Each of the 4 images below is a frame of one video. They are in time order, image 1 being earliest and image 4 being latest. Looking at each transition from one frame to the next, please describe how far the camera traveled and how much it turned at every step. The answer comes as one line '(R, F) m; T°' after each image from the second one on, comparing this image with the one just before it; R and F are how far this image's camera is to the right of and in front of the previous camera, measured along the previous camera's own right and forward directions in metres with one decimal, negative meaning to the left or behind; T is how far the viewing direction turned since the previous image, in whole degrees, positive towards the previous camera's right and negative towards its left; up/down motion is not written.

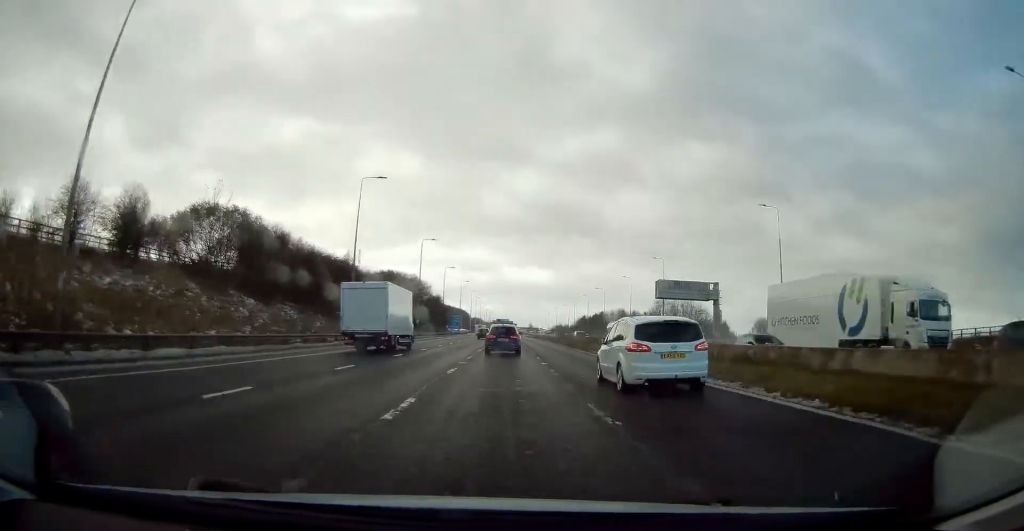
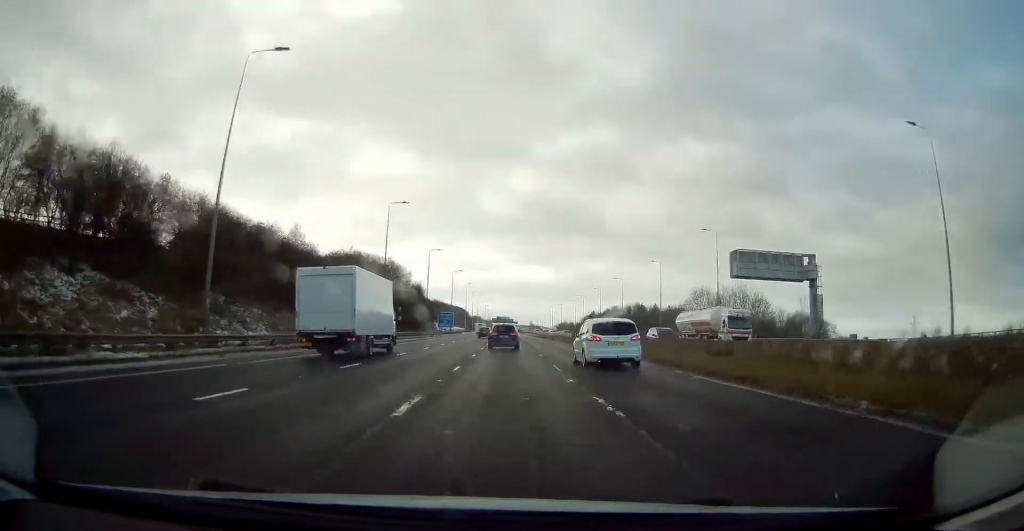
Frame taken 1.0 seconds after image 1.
(+0.3, +26.4) m; 0°
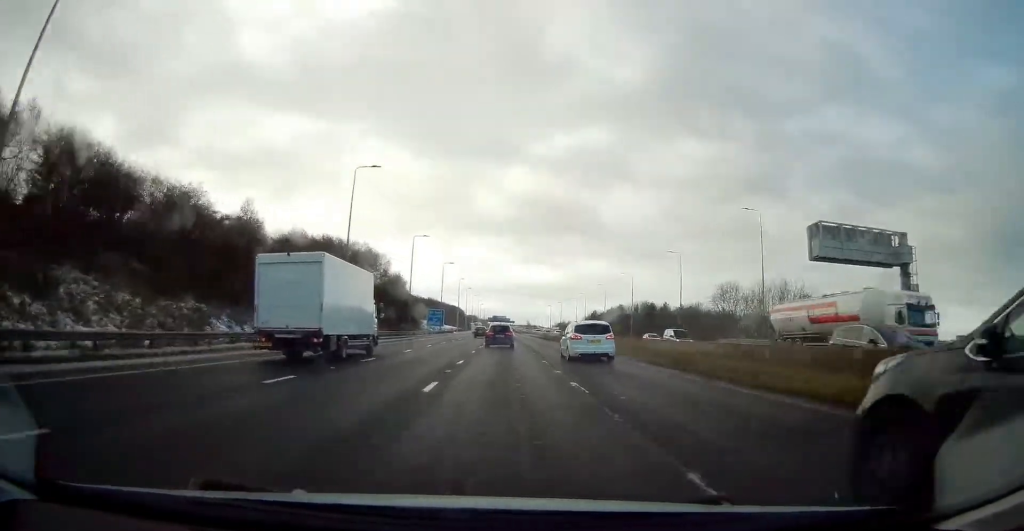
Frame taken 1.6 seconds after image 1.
(-0.2, +15.0) m; 0°
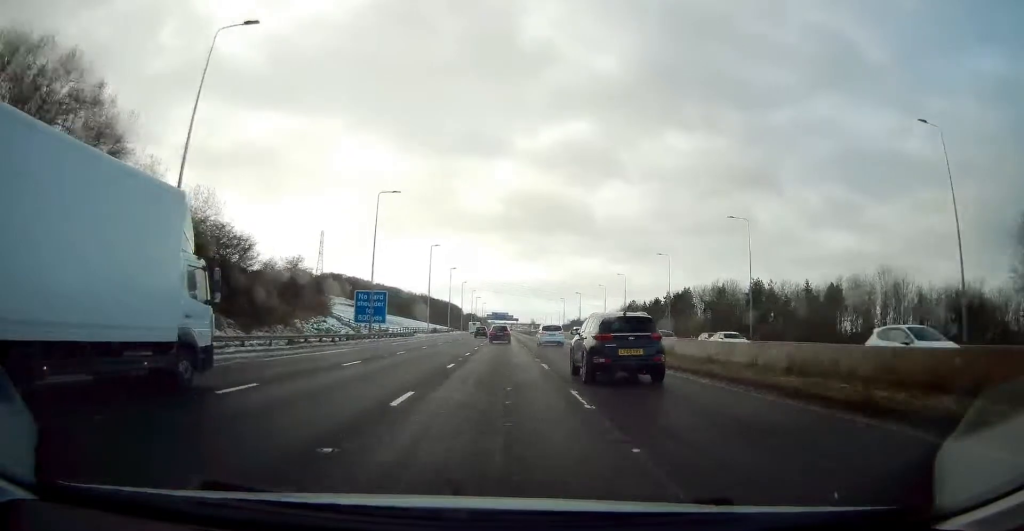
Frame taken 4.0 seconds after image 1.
(+0.7, +64.9) m; +1°
